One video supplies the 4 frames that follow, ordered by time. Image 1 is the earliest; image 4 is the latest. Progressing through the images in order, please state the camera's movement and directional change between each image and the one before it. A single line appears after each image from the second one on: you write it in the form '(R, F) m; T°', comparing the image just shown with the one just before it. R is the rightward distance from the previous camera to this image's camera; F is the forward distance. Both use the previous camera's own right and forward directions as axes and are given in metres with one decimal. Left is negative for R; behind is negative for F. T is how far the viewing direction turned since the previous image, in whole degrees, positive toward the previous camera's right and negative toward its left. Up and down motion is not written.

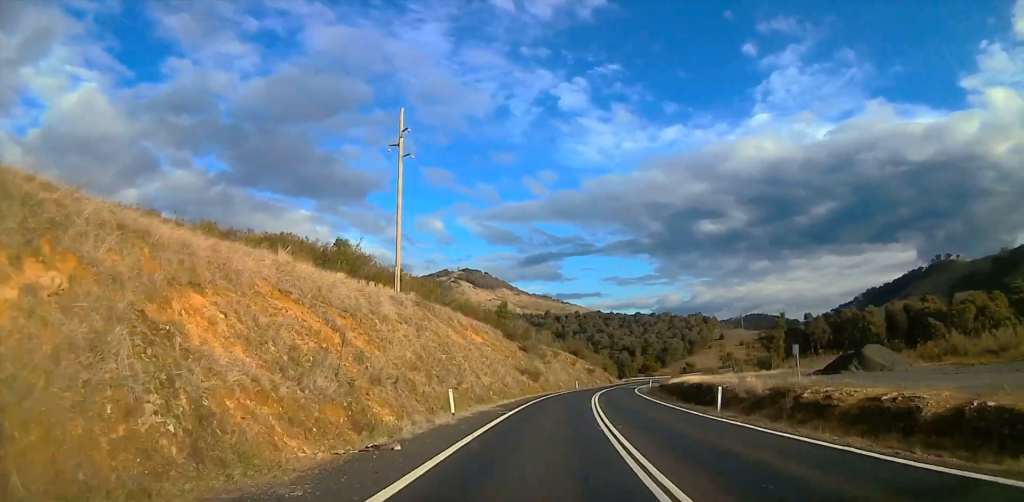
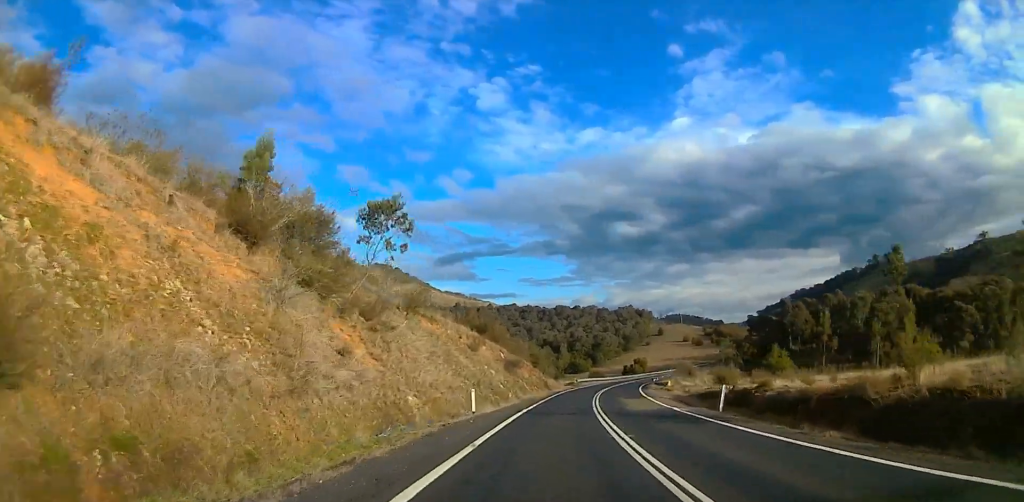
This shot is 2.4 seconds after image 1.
(+2.3, +62.6) m; +8°
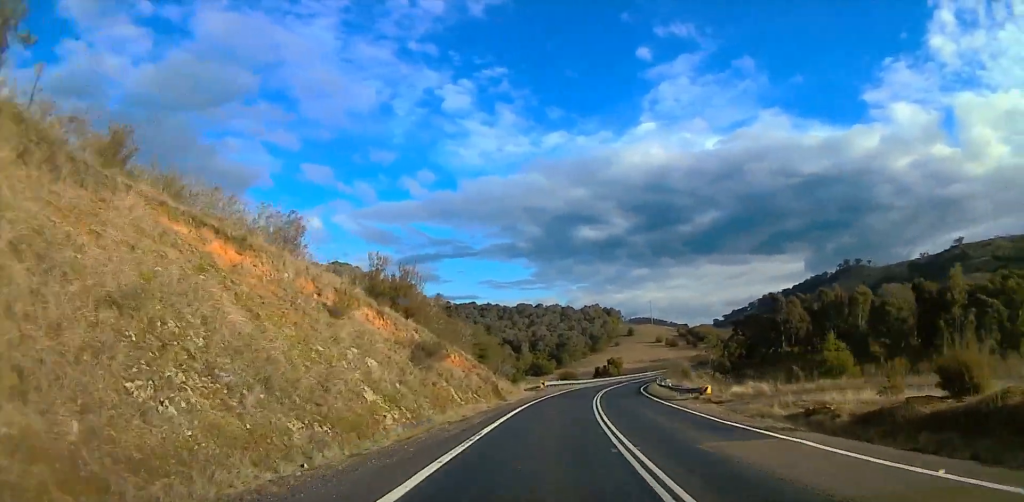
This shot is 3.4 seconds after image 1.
(+1.4, +27.2) m; +3°
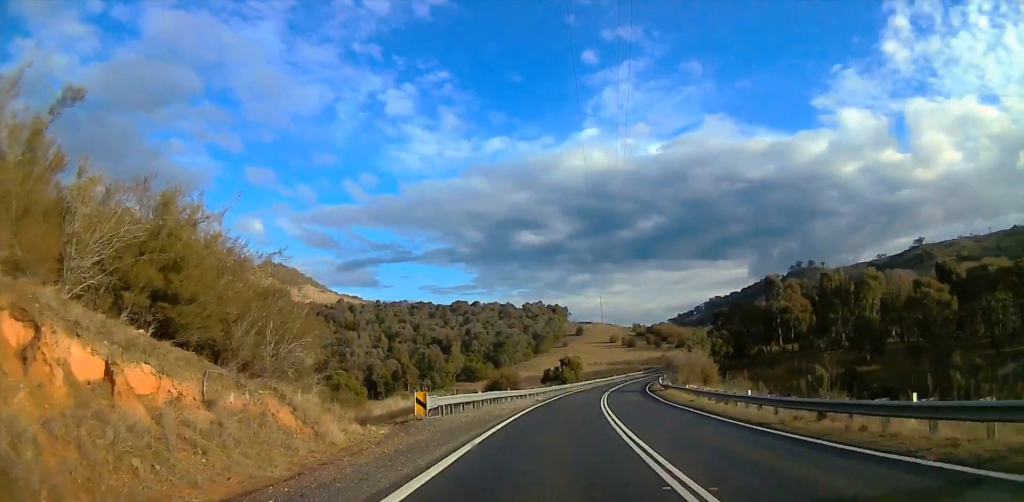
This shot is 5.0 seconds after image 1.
(+0.5, +41.4) m; +4°
